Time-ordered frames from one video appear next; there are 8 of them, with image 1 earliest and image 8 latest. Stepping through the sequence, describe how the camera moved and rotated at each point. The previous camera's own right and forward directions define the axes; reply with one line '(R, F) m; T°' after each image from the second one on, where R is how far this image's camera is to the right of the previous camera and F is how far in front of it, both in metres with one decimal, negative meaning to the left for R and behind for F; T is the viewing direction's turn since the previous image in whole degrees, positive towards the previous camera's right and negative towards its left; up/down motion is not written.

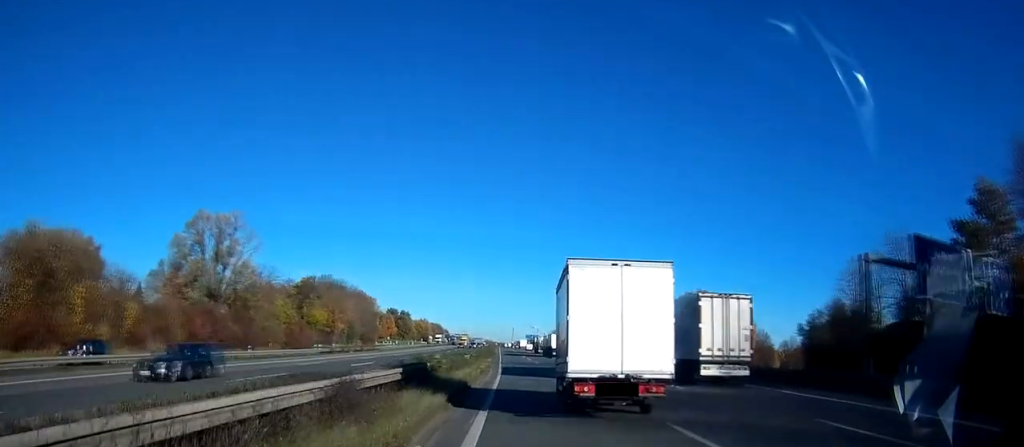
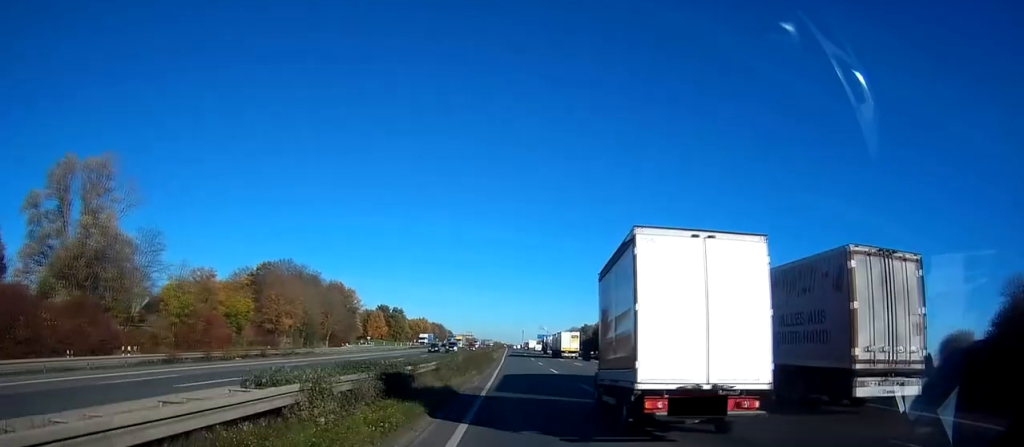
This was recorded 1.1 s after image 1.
(+0.2, +39.6) m; 0°
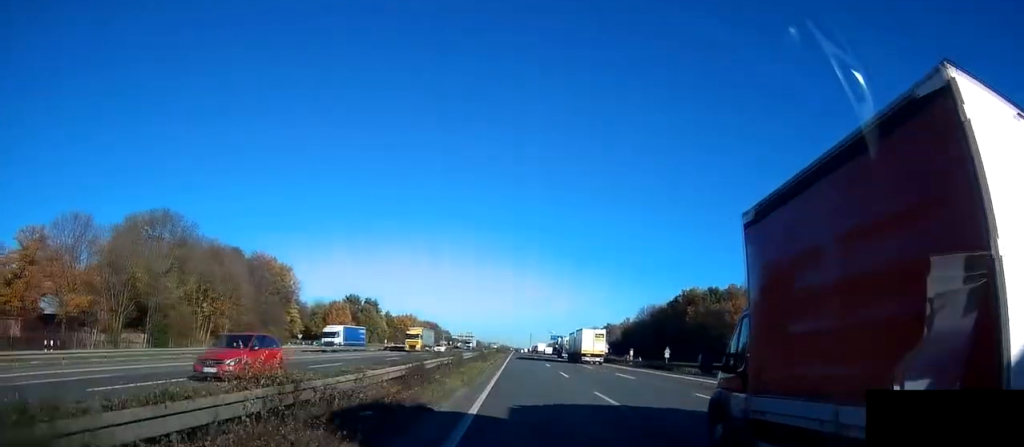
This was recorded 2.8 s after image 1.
(-1.0, +57.5) m; -1°
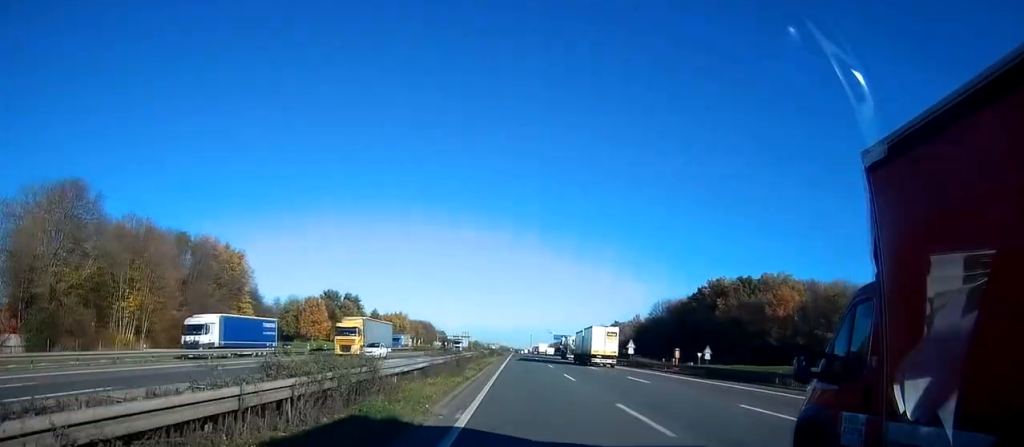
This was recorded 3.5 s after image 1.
(-0.1, +22.5) m; 0°
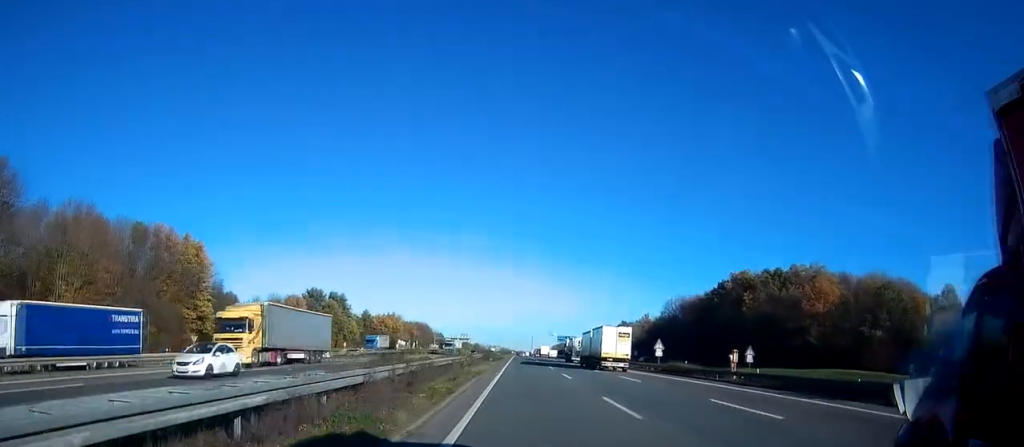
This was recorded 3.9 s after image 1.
(+0.1, +15.0) m; 0°
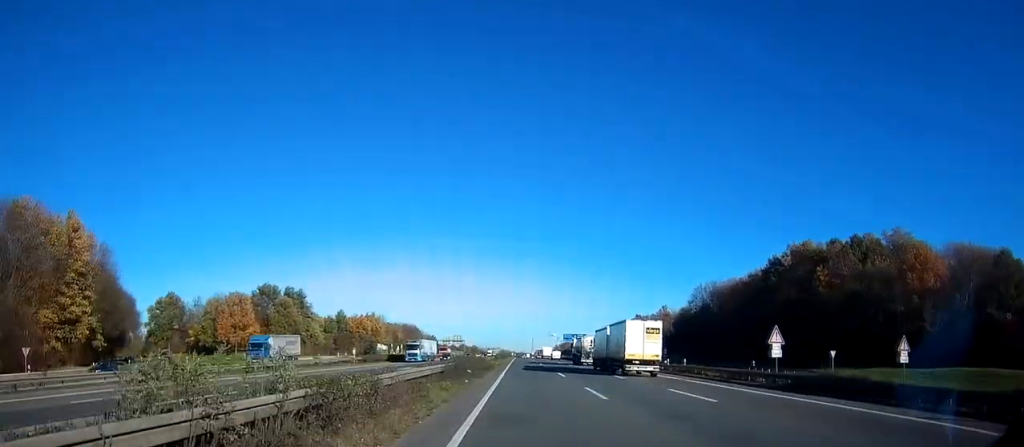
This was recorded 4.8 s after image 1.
(+0.2, +30.0) m; +1°
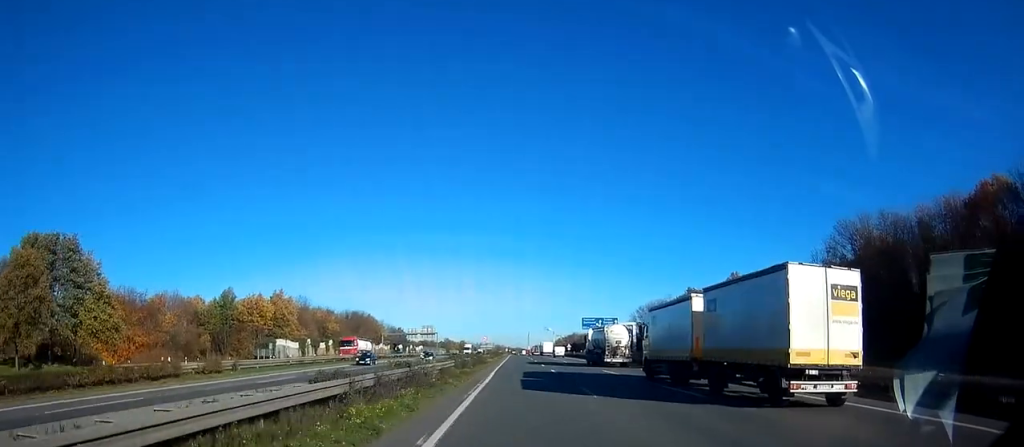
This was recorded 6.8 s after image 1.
(+0.3, +71.0) m; 0°
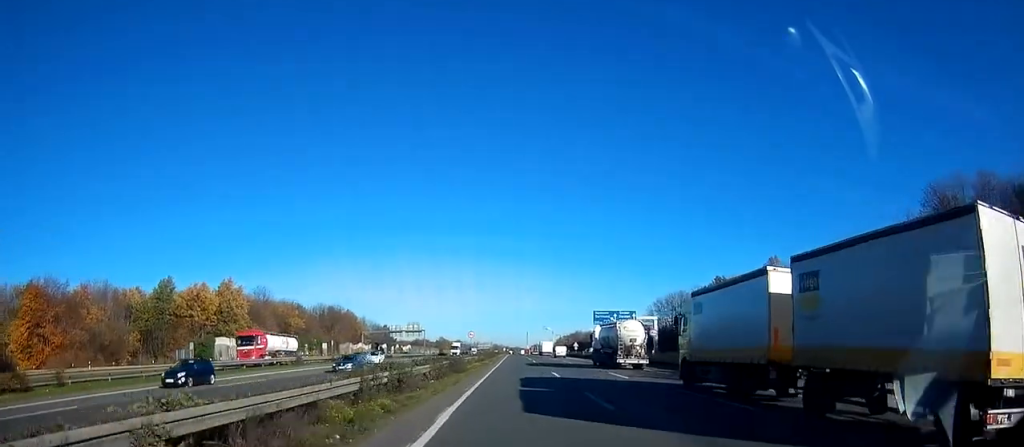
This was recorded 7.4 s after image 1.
(0.0, +22.0) m; 0°
